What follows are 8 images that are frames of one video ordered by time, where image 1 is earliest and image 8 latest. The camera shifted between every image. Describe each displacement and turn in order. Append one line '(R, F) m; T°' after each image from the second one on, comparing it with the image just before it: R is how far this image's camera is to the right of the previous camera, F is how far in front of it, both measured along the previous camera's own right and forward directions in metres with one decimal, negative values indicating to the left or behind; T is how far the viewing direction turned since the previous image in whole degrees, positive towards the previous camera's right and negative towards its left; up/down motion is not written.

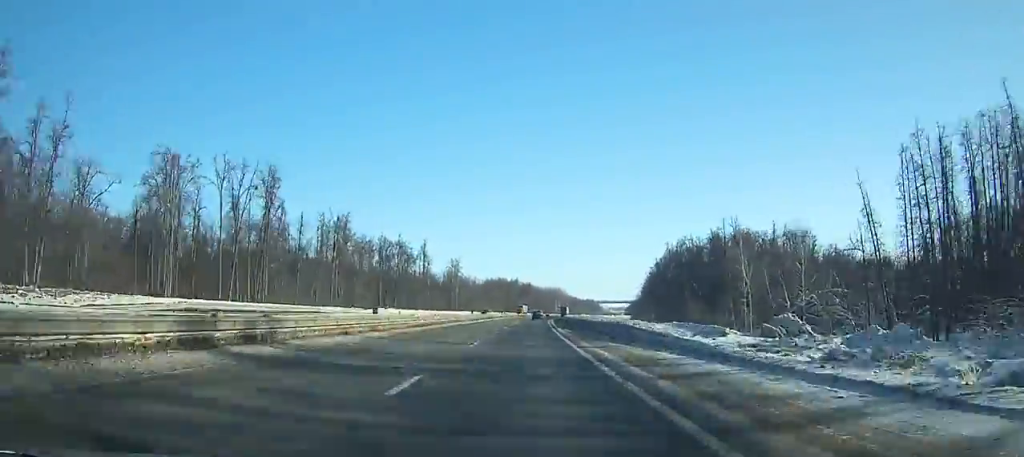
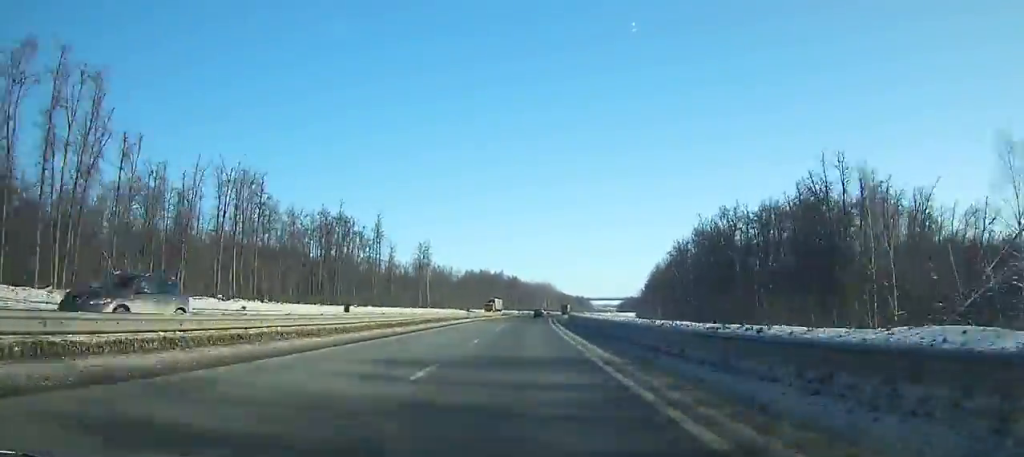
(-0.2, +44.2) m; +1°
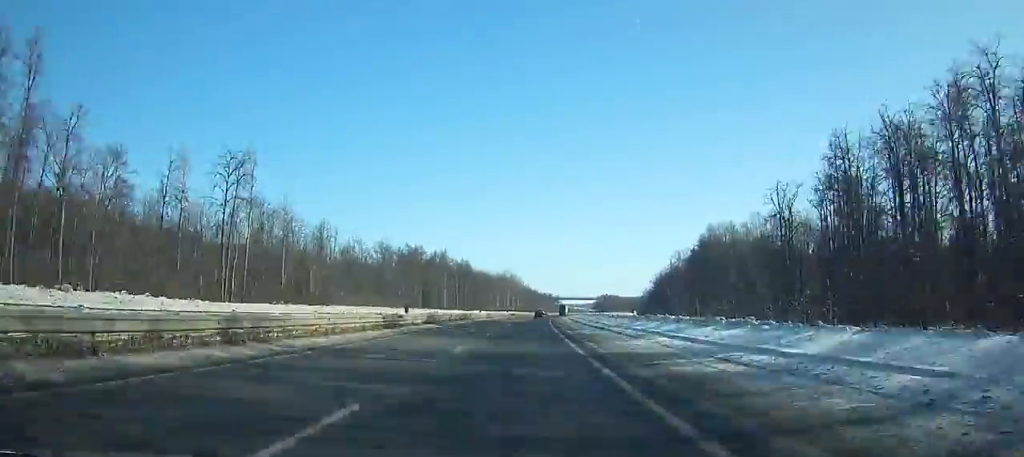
(+4.4, +114.4) m; +4°
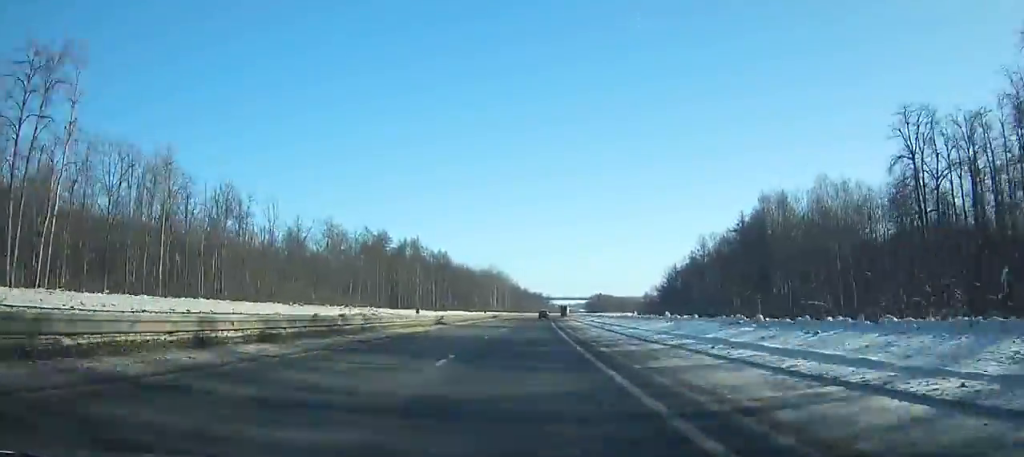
(+0.4, +39.5) m; +1°
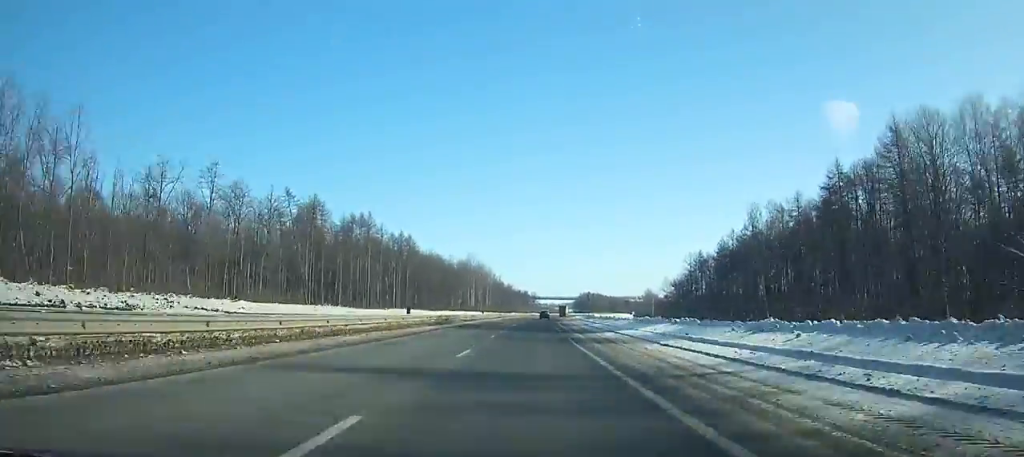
(+0.8, +45.2) m; +1°
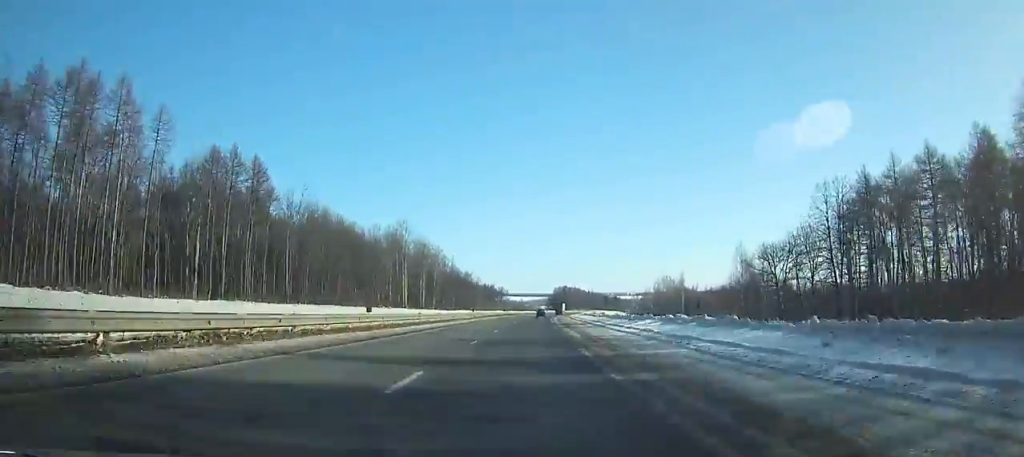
(+1.9, +90.7) m; +2°
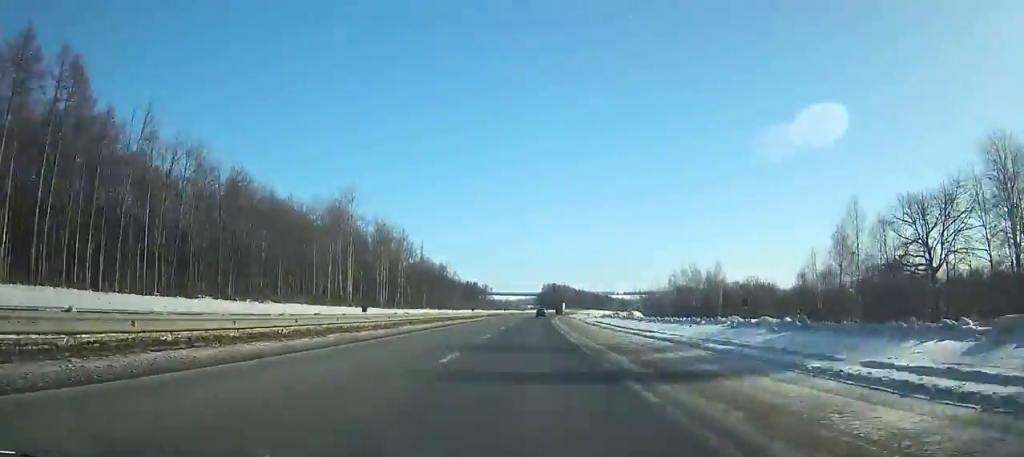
(0.0, +42.6) m; +1°
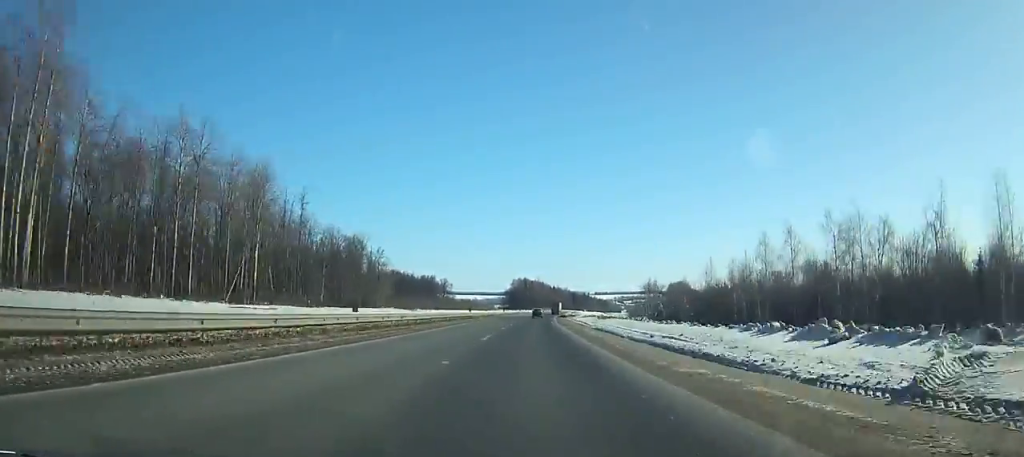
(+2.0, +85.2) m; +3°
